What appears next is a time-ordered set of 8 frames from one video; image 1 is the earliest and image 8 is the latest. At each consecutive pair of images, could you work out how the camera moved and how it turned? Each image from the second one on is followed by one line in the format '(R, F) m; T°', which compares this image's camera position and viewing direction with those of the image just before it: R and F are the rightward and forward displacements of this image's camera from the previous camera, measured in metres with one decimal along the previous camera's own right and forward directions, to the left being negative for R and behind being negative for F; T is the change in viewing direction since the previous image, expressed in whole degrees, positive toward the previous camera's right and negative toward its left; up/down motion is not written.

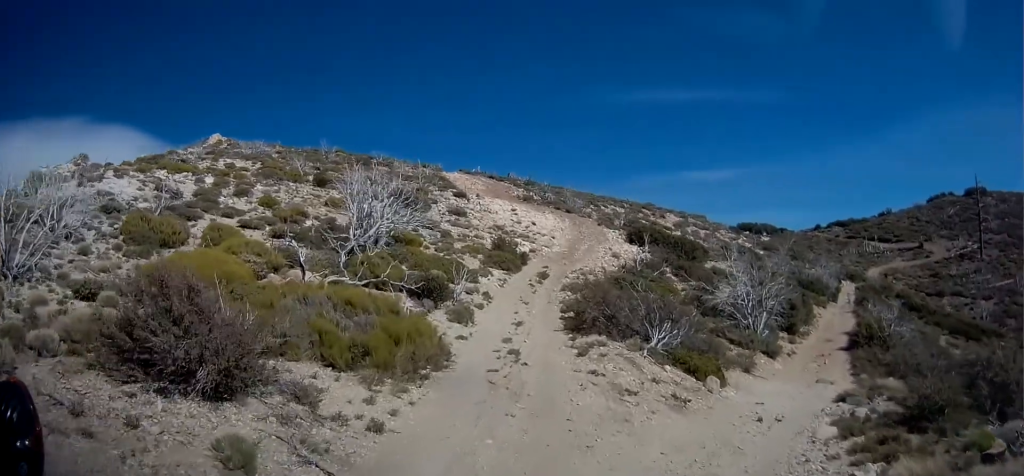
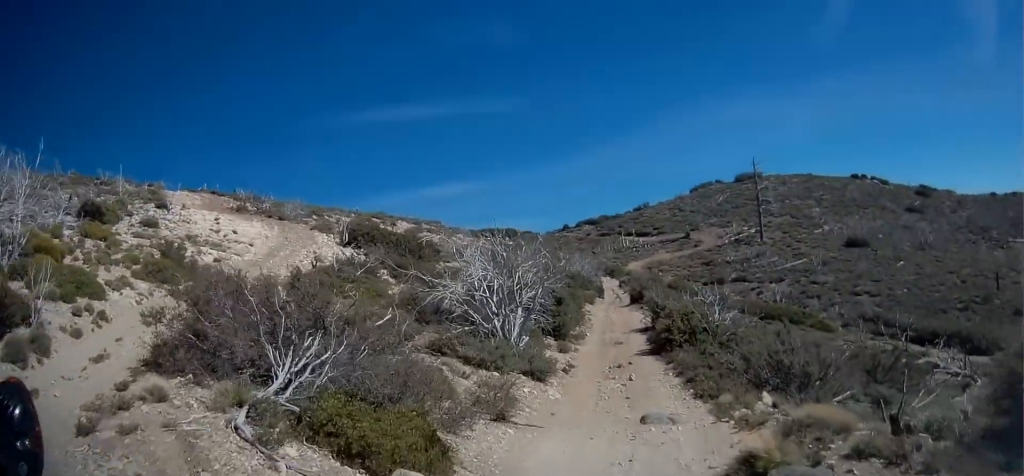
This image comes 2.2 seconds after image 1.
(+1.6, +8.7) m; +20°
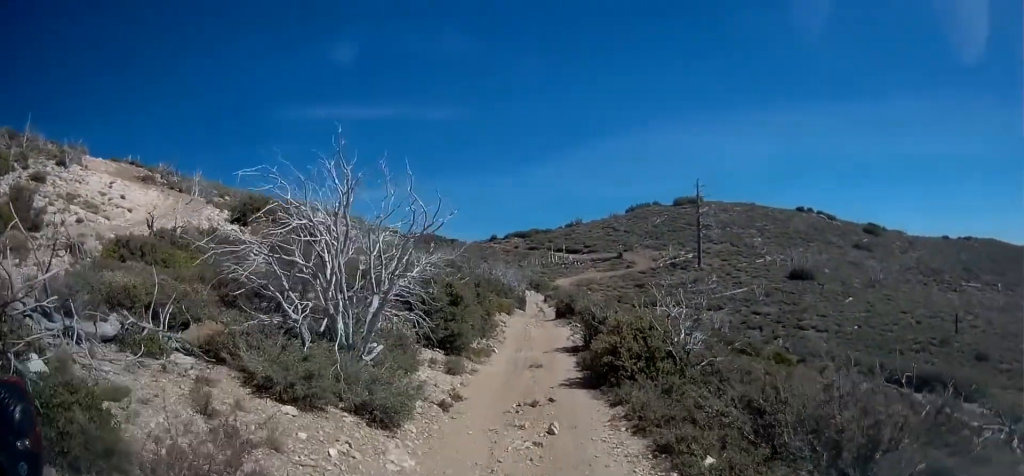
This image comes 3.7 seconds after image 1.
(+0.3, +6.4) m; +10°
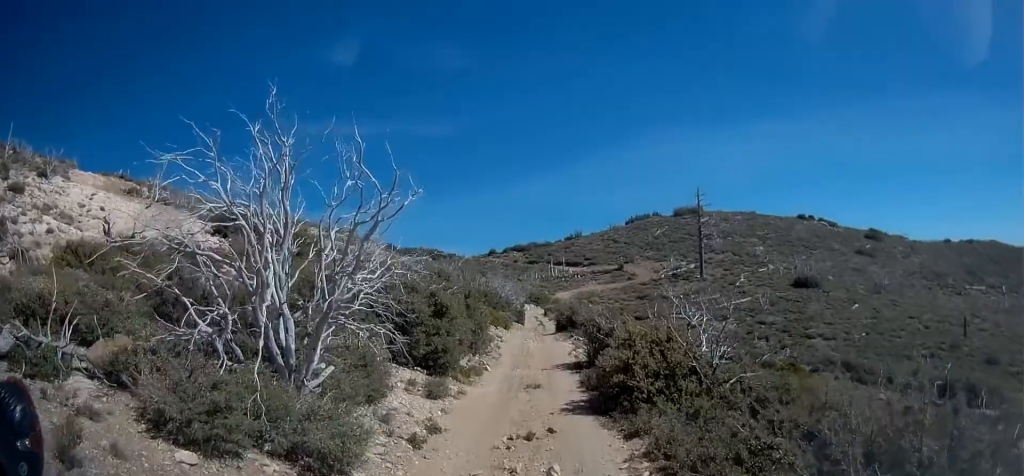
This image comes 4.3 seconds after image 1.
(+0.3, +2.1) m; -1°
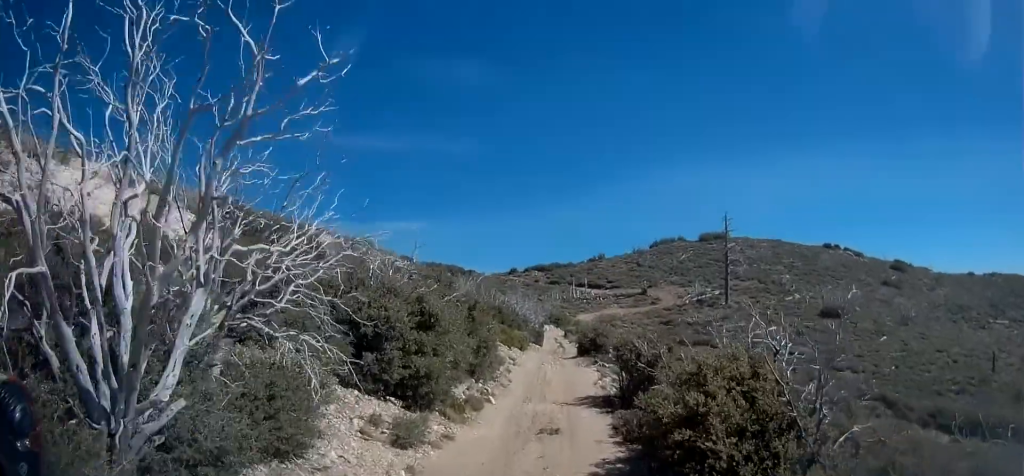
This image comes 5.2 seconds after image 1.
(-0.1, +3.7) m; -6°
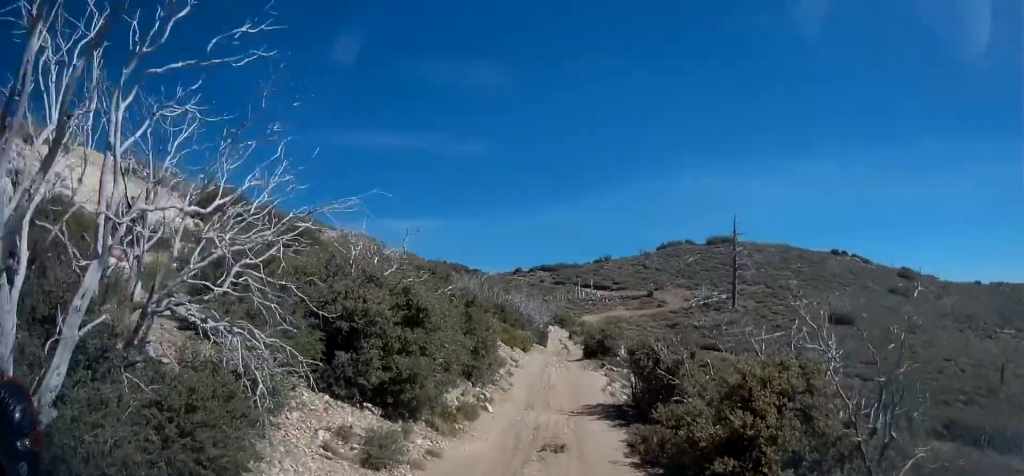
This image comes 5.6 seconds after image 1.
(-0.2, +1.5) m; -4°
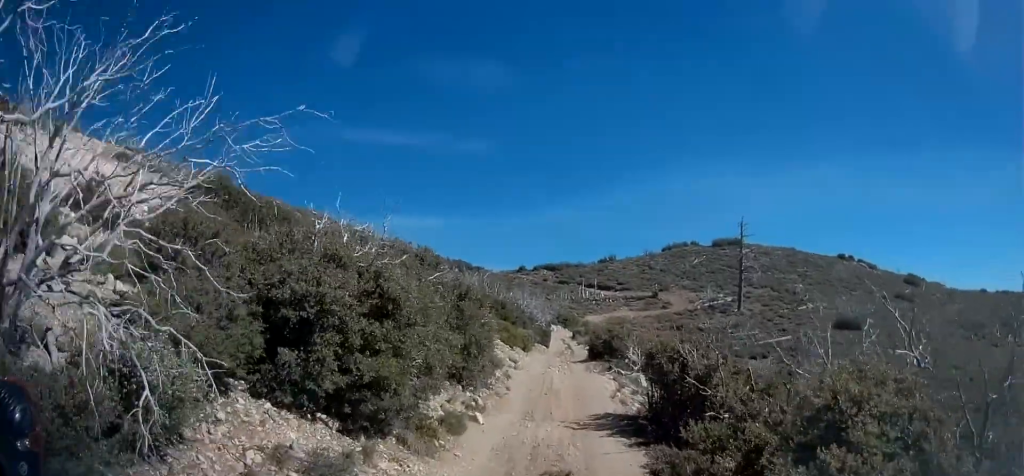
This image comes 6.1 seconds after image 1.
(0.0, +1.8) m; +3°
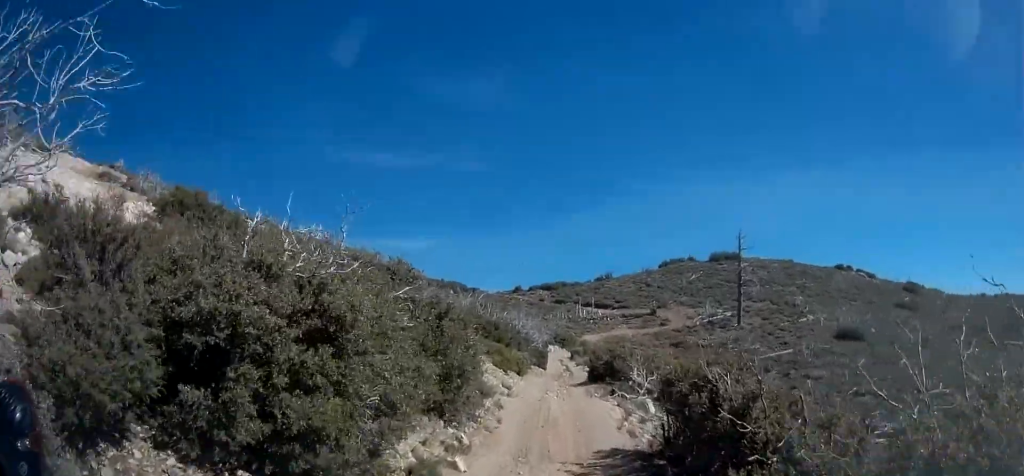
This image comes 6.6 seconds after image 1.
(-0.1, +1.8) m; +5°
